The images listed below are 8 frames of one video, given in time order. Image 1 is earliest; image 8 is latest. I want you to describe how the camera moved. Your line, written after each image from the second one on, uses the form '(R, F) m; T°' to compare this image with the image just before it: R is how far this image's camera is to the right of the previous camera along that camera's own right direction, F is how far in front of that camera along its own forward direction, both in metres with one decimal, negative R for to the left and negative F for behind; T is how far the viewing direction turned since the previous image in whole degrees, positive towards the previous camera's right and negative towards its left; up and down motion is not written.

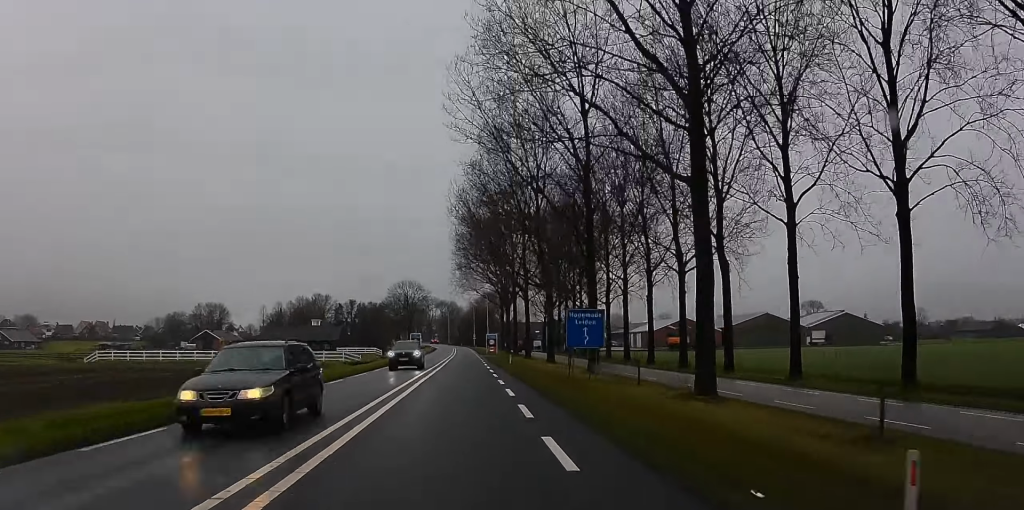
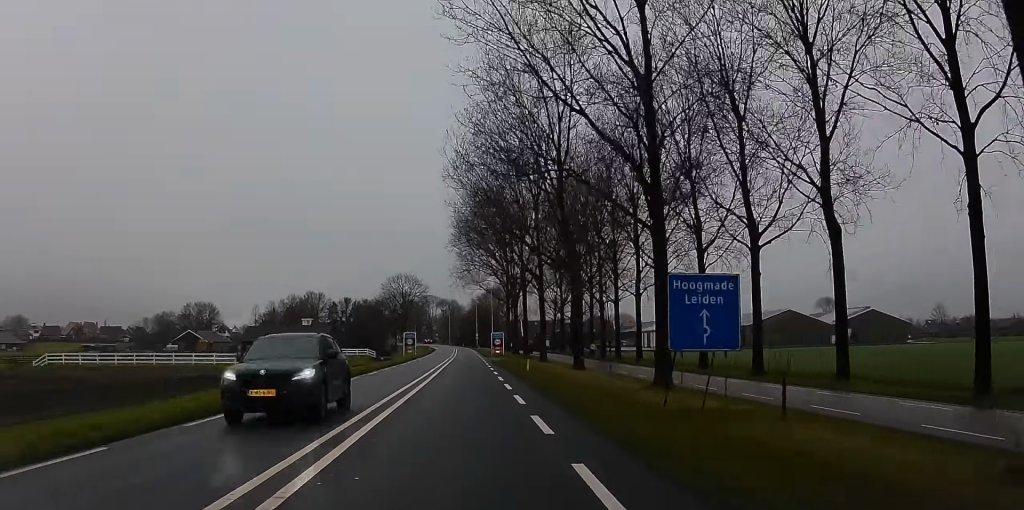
(-0.3, +14.5) m; -2°
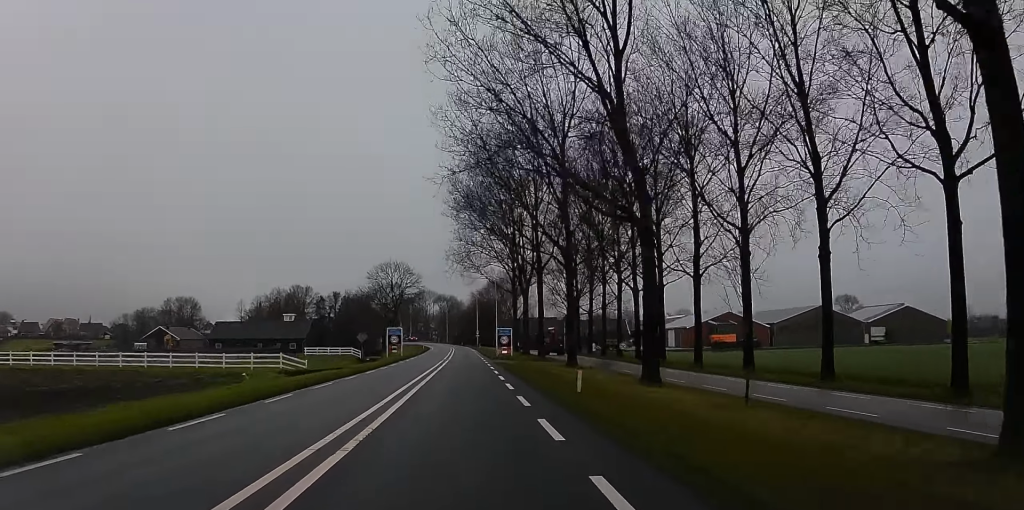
(-0.2, +19.0) m; +2°
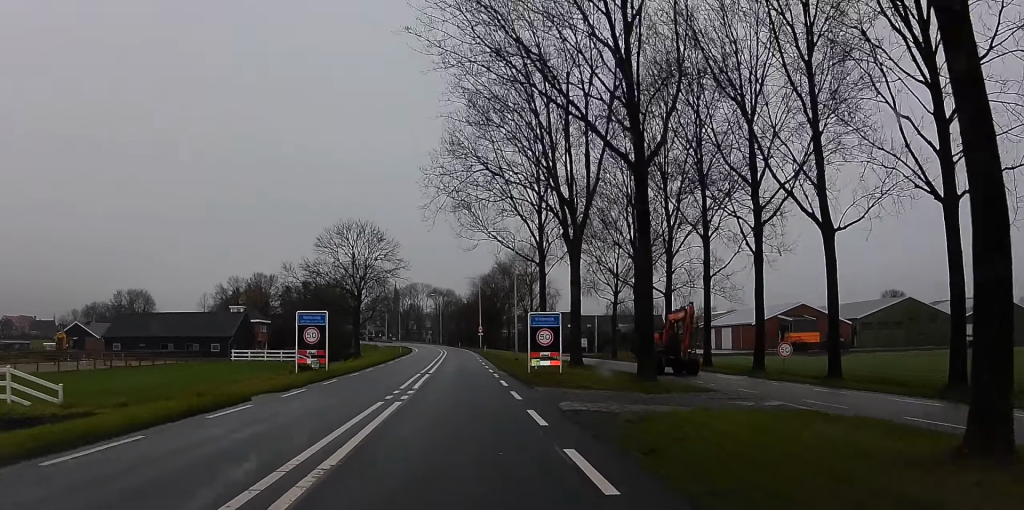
(+0.5, +38.6) m; 0°
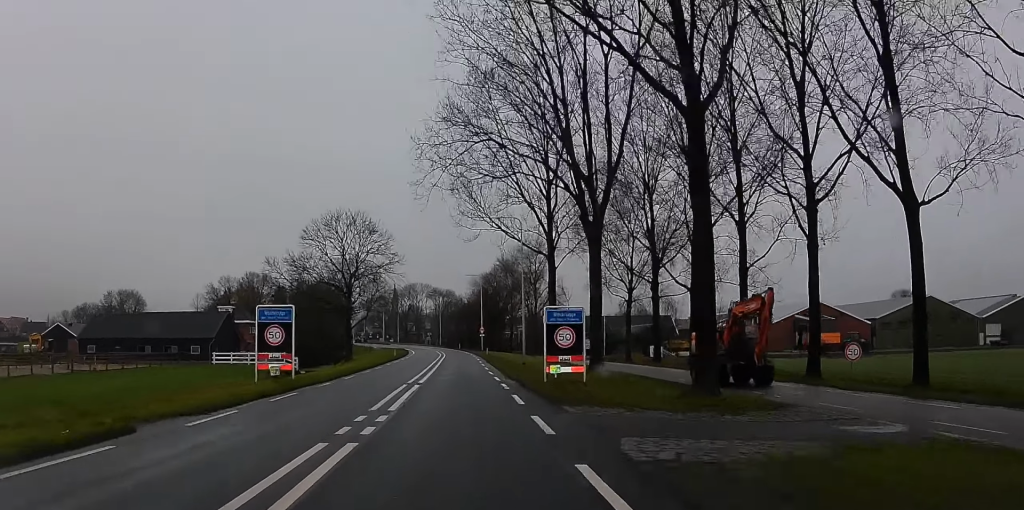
(+0.2, +7.1) m; 0°
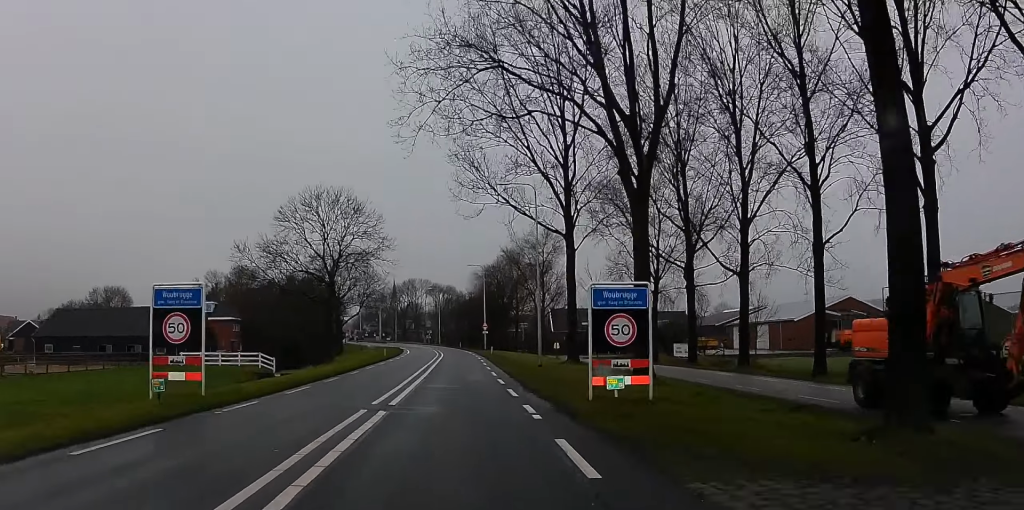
(-0.1, +10.3) m; +1°
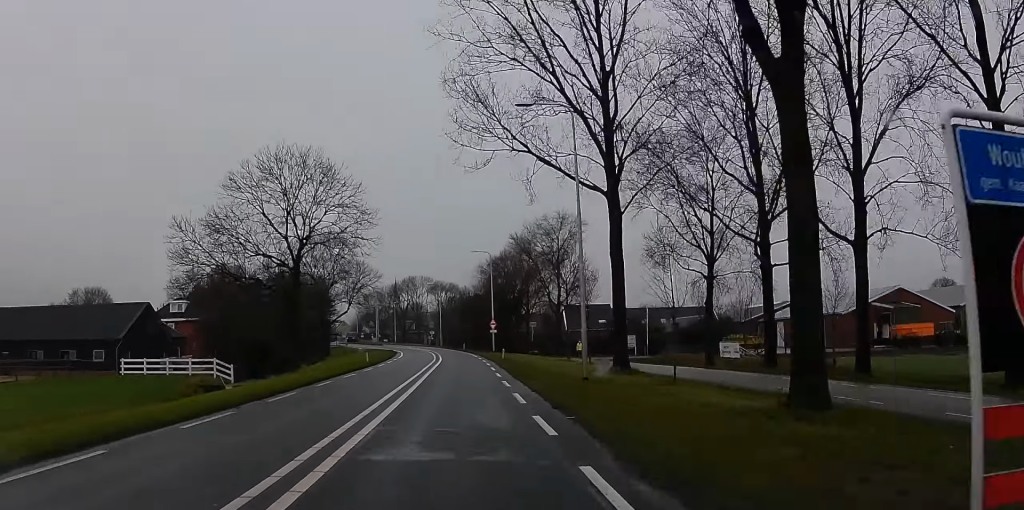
(+0.1, +14.0) m; 0°
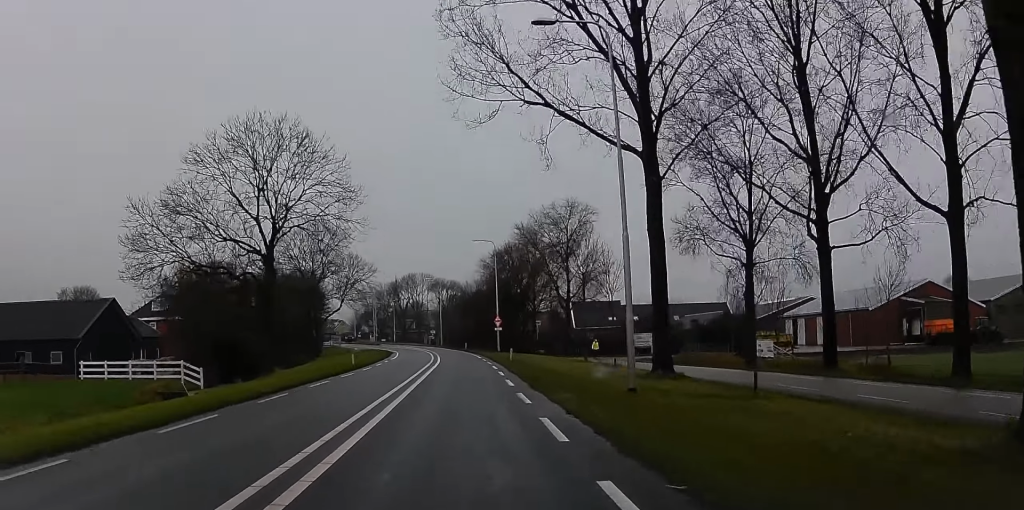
(+0.4, +7.6) m; -1°
